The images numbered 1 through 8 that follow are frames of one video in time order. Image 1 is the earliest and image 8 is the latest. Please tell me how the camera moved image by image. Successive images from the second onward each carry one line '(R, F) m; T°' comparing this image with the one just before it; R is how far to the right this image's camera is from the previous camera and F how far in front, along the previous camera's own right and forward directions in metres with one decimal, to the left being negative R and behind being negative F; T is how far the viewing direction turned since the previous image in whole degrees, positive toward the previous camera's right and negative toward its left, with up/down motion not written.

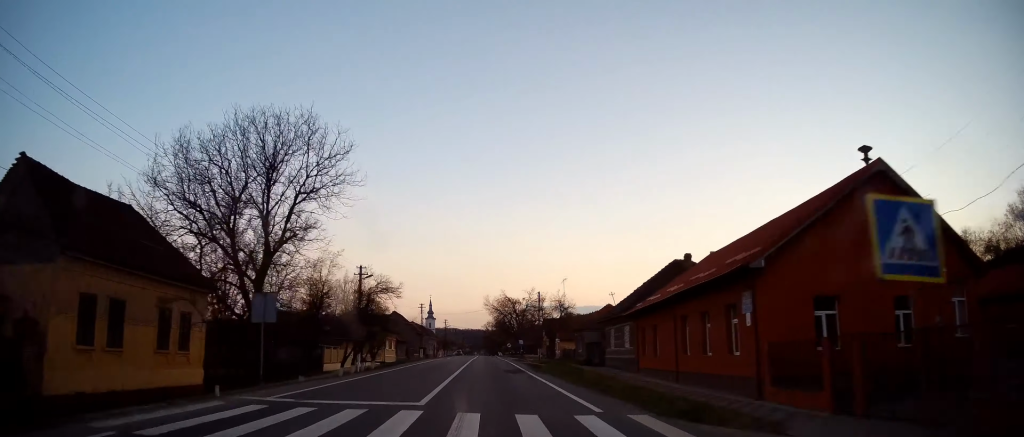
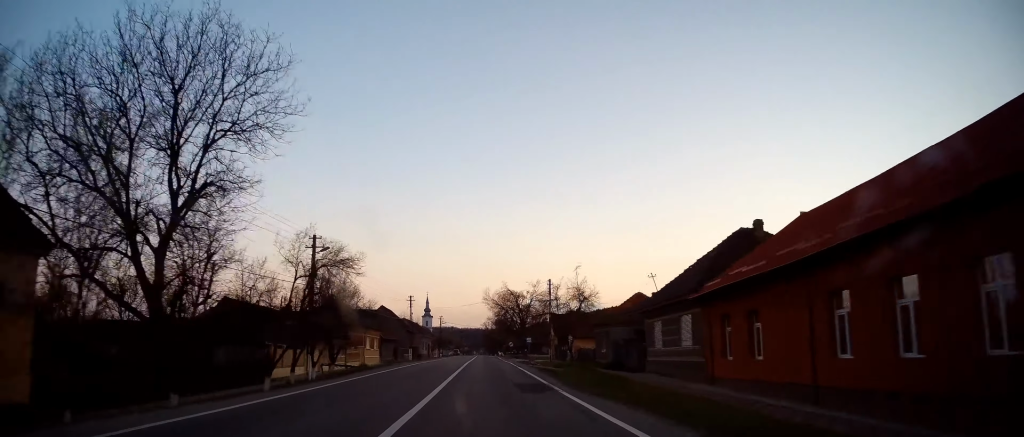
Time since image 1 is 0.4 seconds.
(-0.3, +11.2) m; 0°
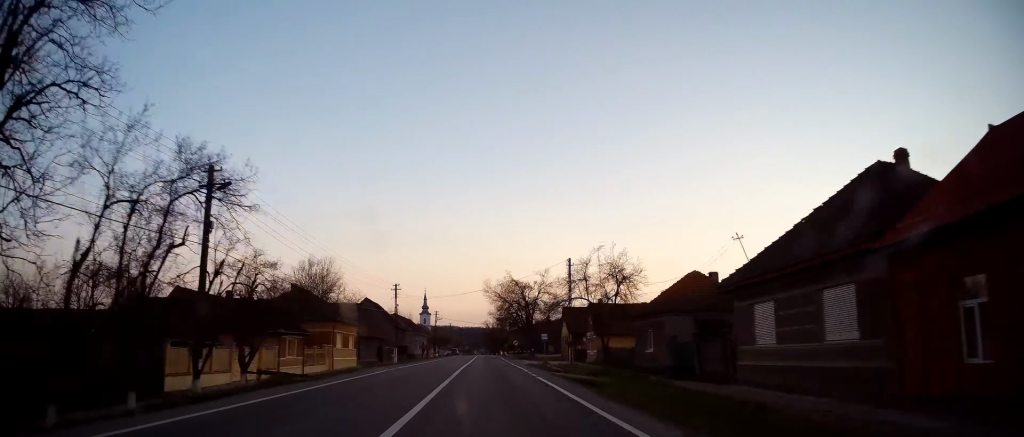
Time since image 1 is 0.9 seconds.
(+0.3, +12.1) m; 0°
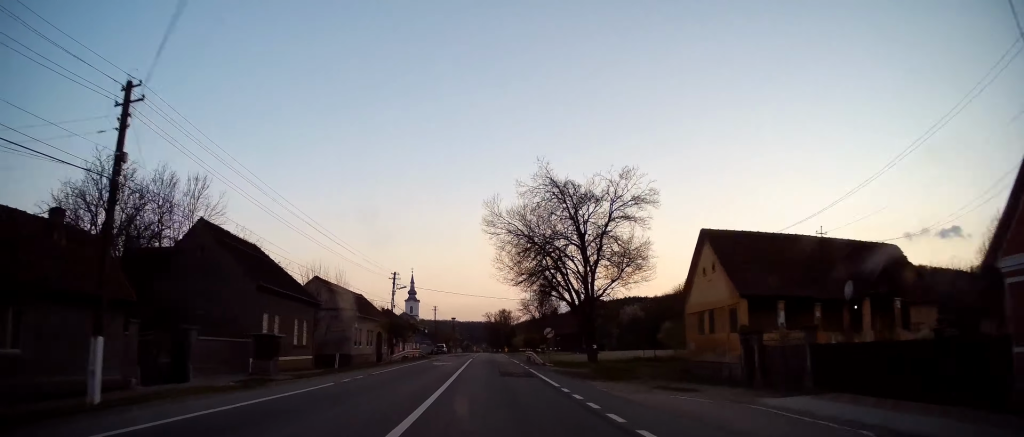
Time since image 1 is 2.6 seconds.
(+0.2, +44.8) m; -1°
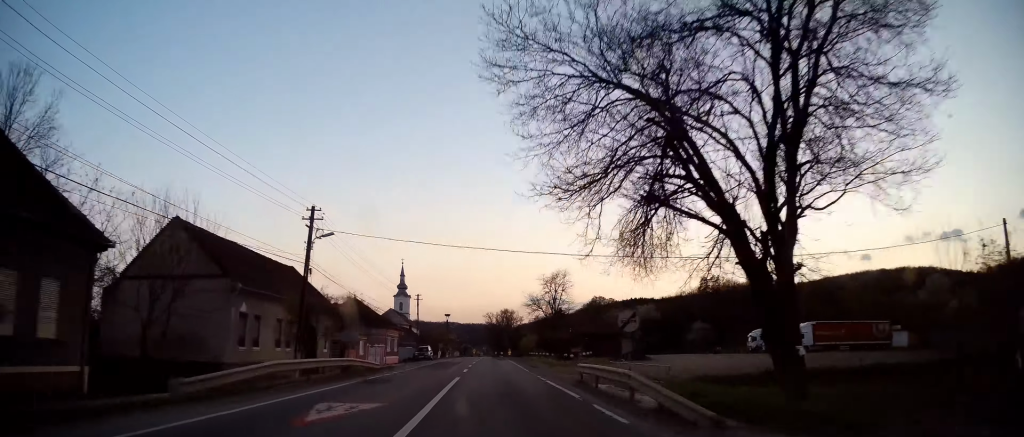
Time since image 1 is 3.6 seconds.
(-0.4, +24.2) m; 0°
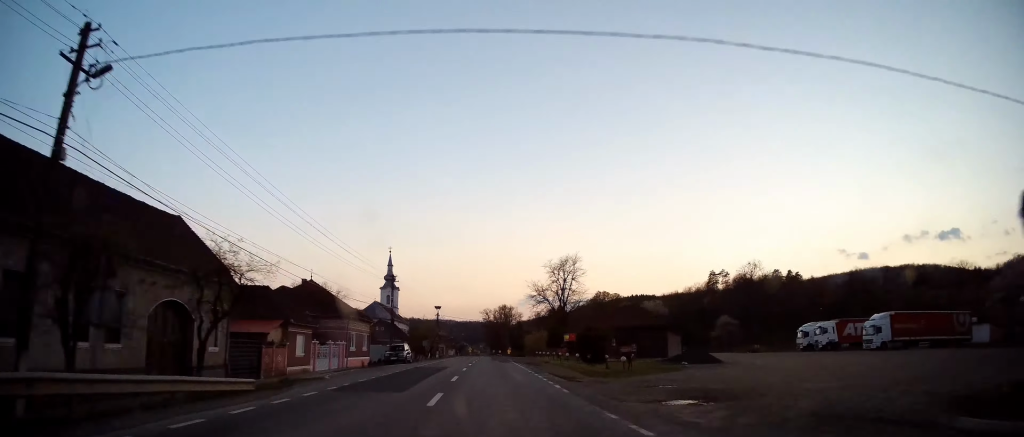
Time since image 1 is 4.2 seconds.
(+0.3, +17.3) m; 0°
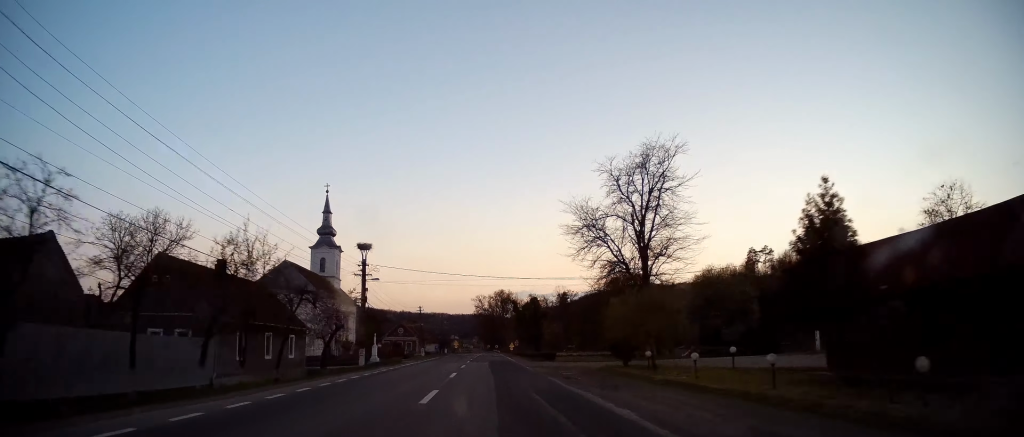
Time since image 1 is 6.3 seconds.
(+0.4, +53.2) m; +1°
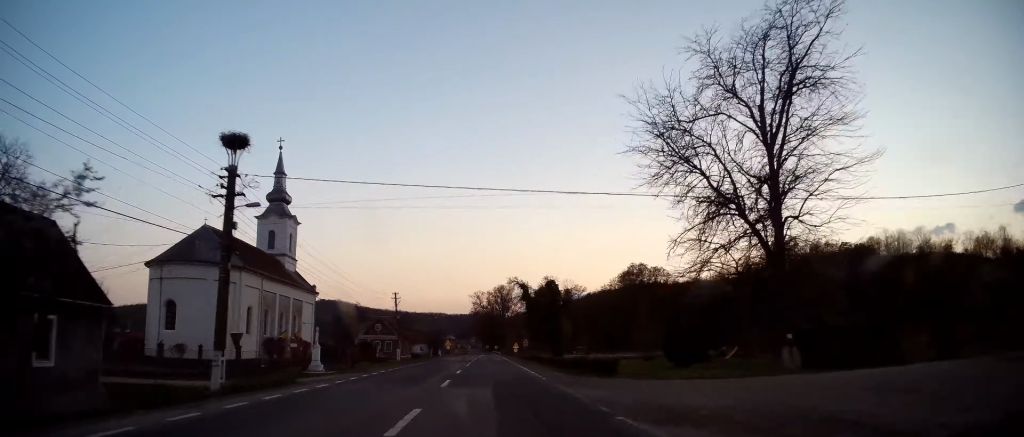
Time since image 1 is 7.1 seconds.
(+0.1, +21.9) m; 0°
